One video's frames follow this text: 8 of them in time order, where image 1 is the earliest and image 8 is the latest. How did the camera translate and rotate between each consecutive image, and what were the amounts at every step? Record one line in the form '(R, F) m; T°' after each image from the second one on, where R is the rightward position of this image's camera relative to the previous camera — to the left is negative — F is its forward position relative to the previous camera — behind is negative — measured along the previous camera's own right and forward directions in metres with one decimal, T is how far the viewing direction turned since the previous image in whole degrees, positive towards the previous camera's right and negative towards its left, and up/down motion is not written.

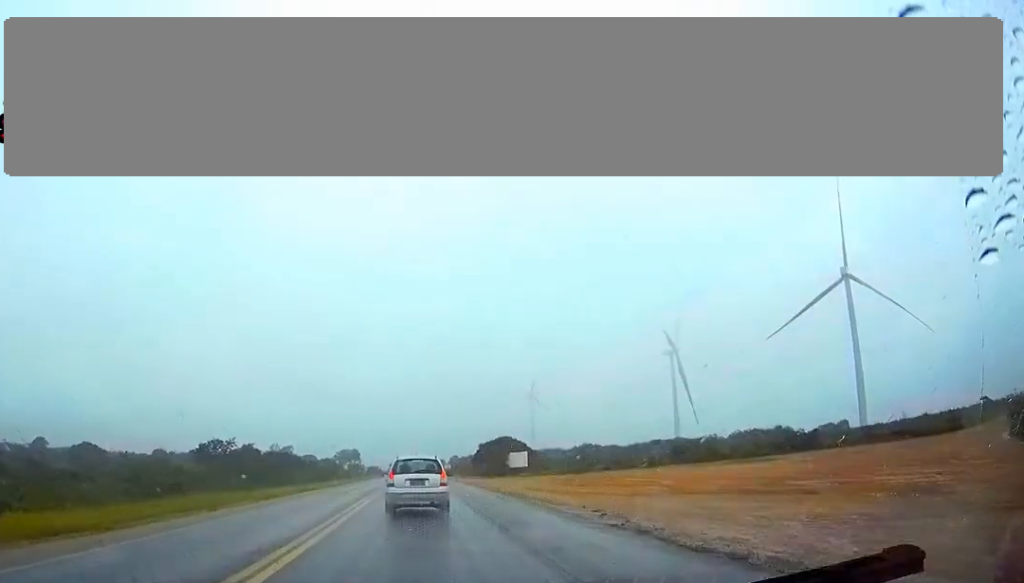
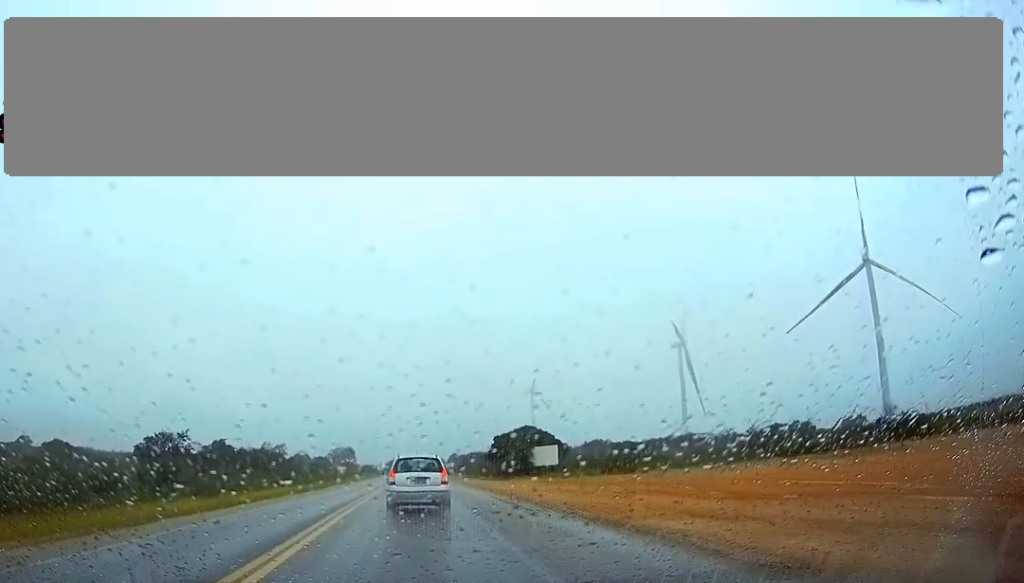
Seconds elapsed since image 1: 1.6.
(0.0, +25.4) m; 0°
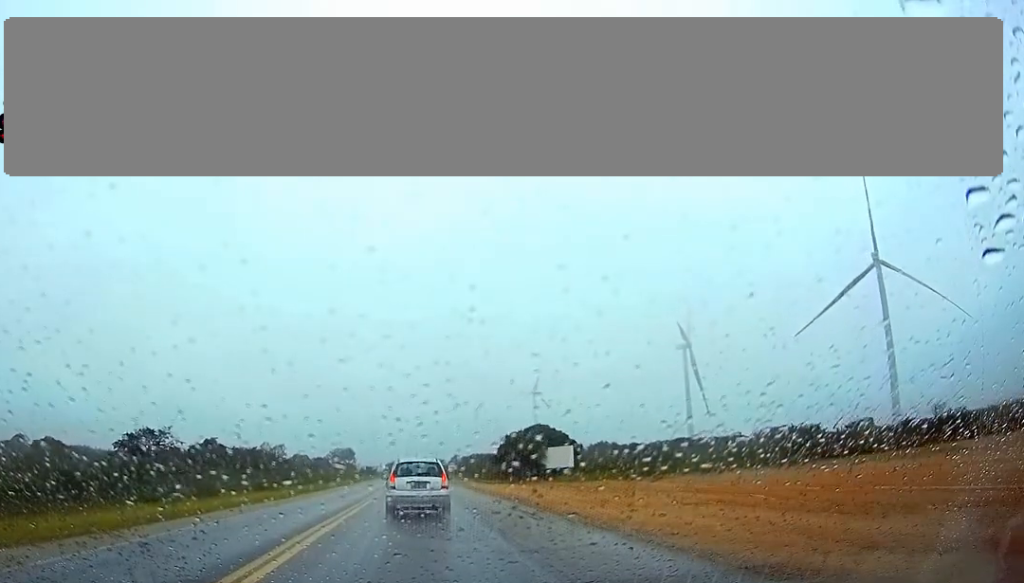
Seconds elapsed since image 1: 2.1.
(0.0, +8.1) m; 0°
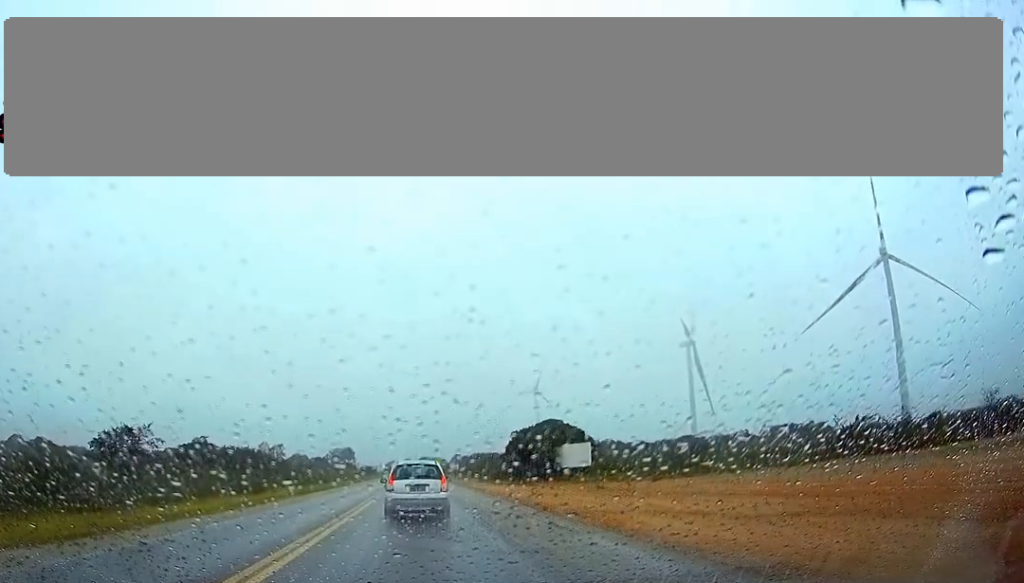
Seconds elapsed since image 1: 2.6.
(0.0, +7.6) m; 0°
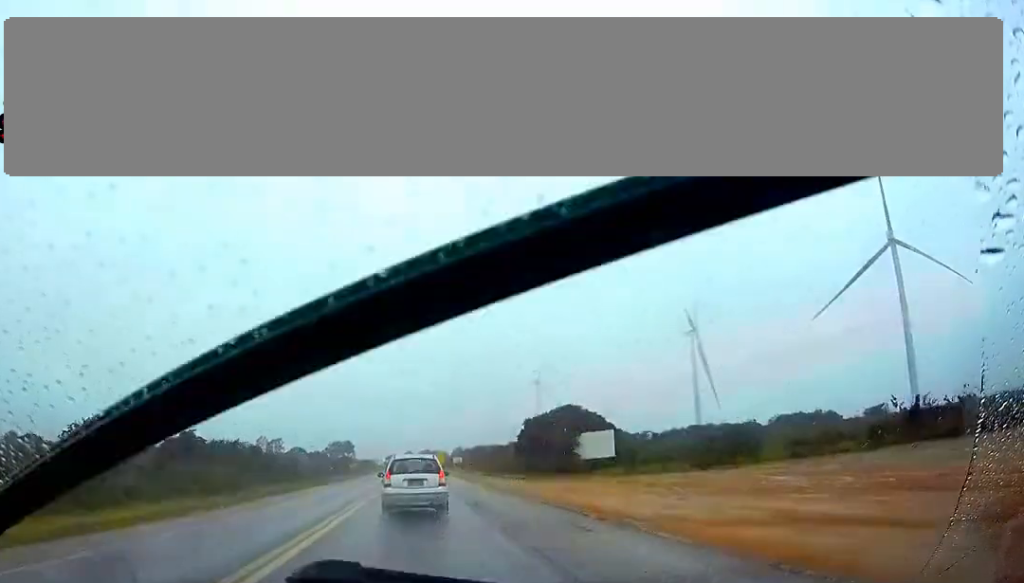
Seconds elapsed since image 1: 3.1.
(0.0, +8.2) m; 0°
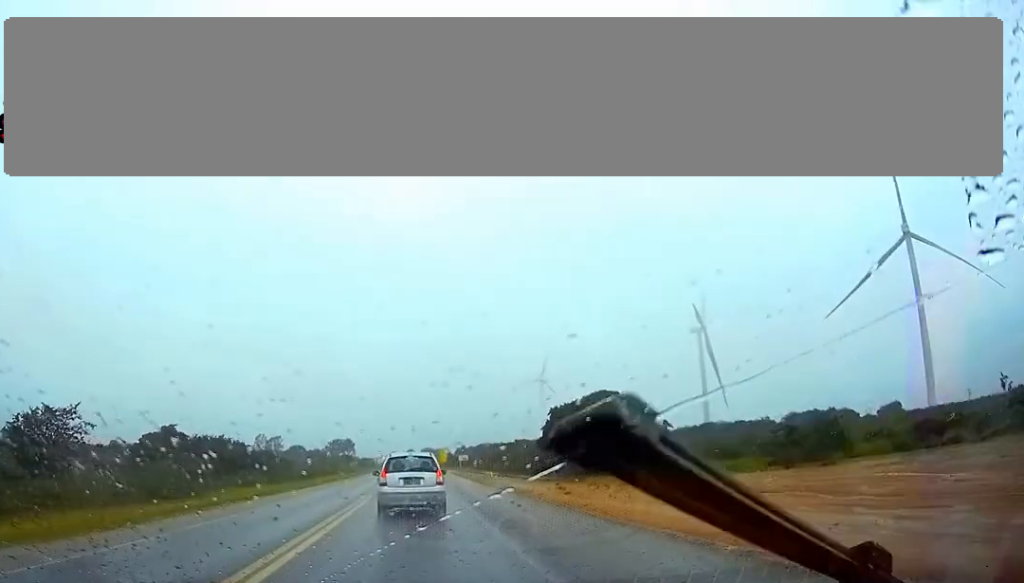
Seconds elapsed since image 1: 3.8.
(0.0, +12.1) m; 0°
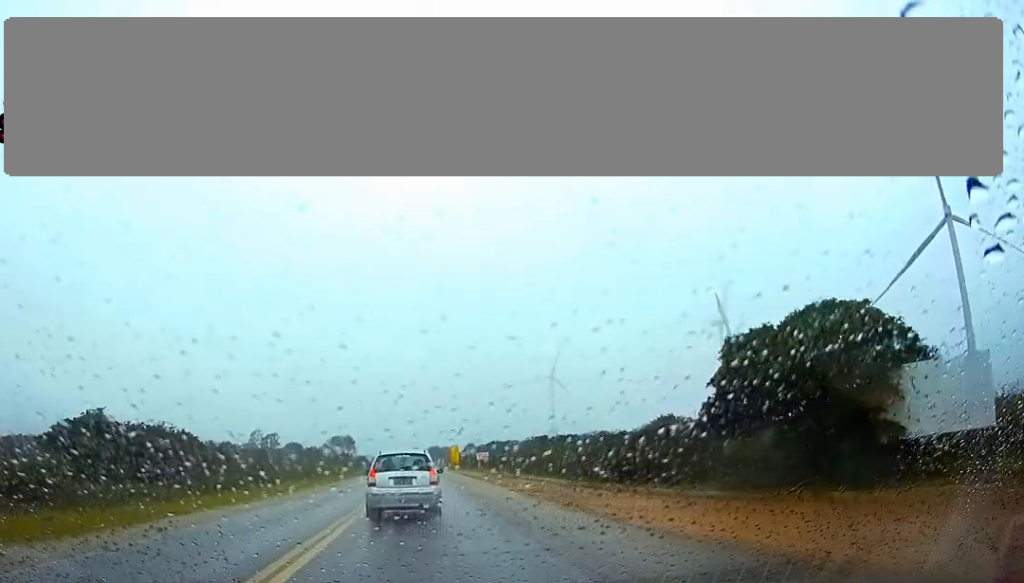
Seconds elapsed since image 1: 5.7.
(-0.1, +31.8) m; -1°
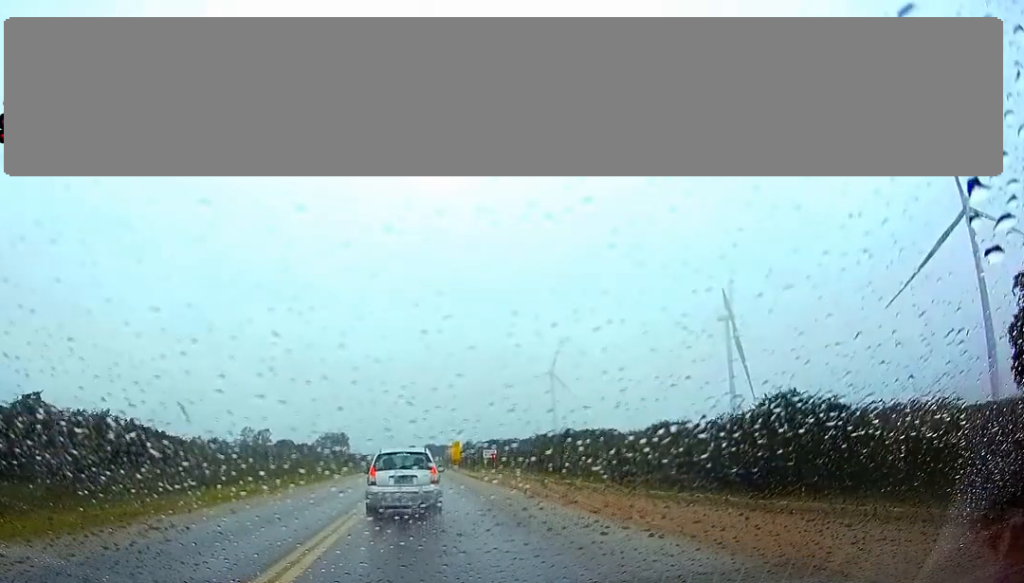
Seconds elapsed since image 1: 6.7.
(+0.1, +16.3) m; 0°
